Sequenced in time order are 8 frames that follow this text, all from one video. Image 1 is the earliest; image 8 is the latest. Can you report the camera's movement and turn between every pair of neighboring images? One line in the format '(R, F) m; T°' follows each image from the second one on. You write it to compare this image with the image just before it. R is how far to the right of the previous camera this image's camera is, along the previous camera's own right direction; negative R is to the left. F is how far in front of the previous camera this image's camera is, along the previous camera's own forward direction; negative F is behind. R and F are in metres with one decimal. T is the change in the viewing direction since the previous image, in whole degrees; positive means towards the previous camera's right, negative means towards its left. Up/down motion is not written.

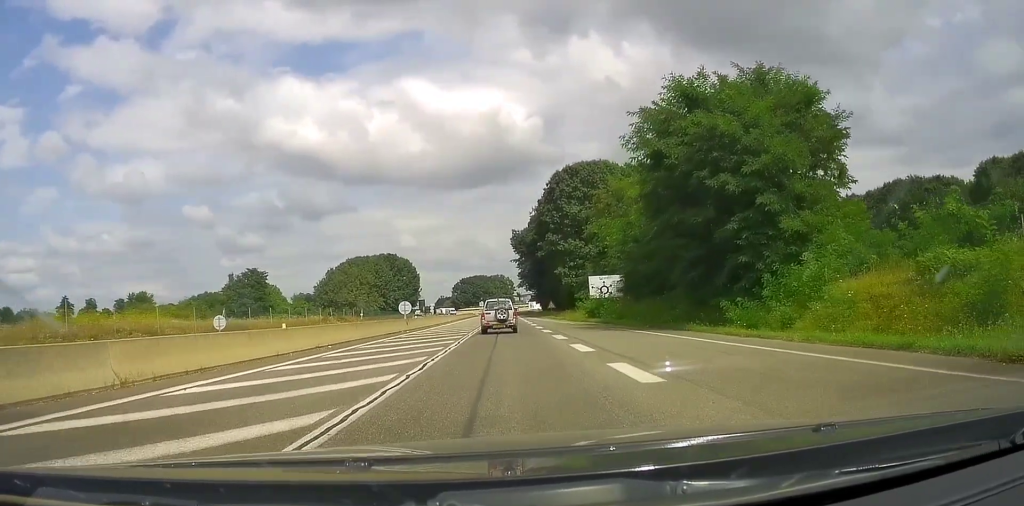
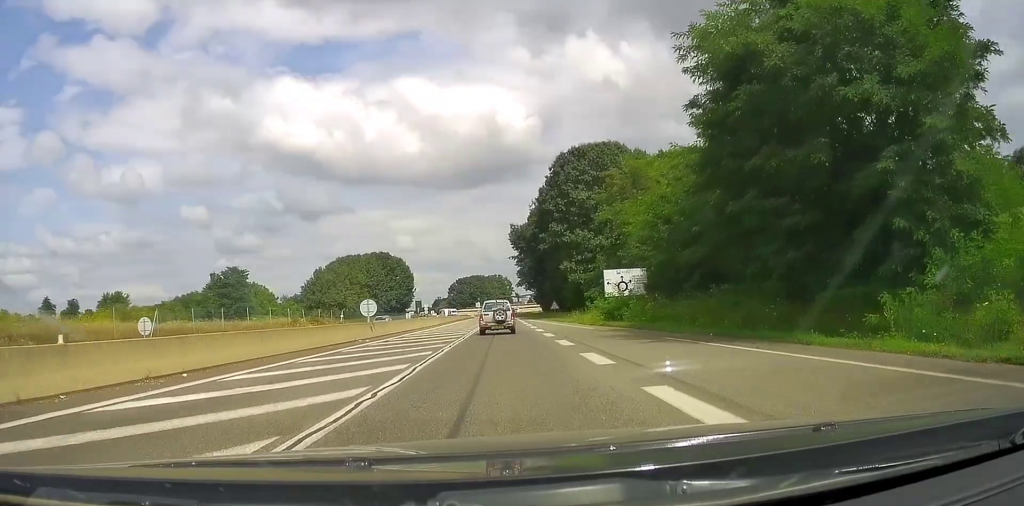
(+0.1, +10.5) m; +1°
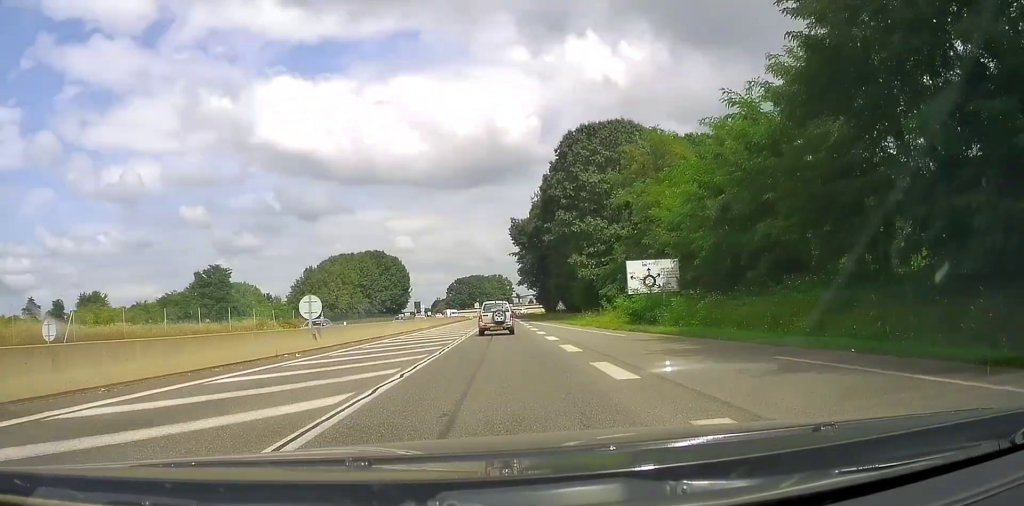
(+0.1, +9.4) m; 0°
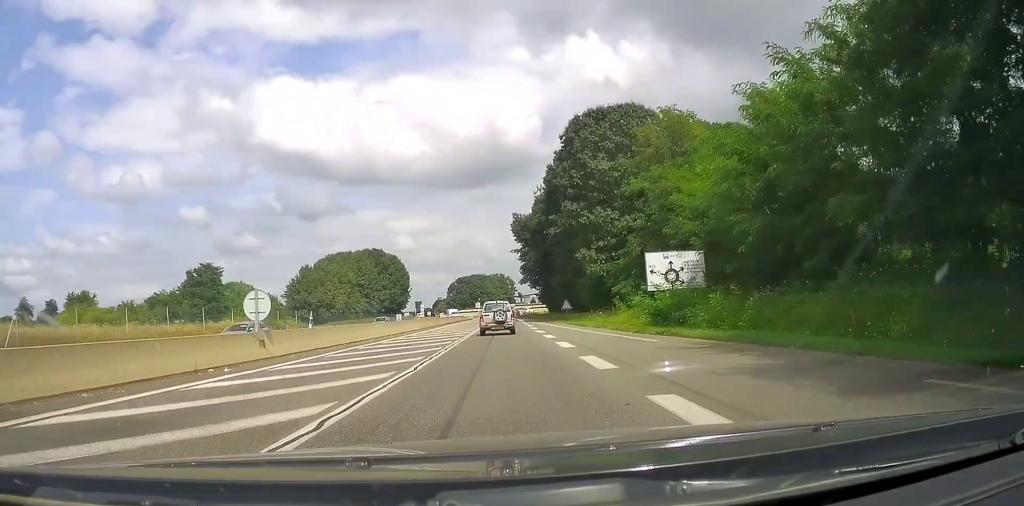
(+0.1, +5.1) m; -1°
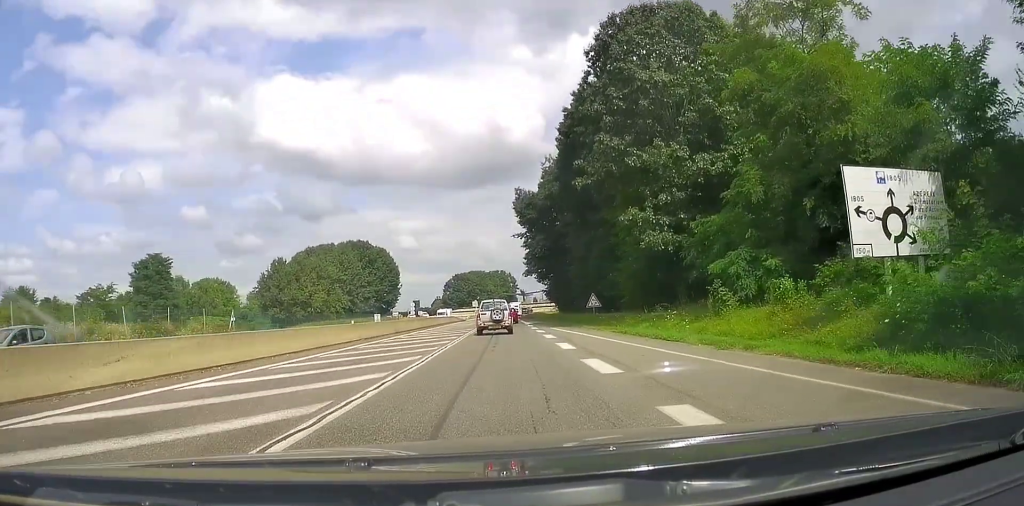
(-0.7, +21.2) m; 0°
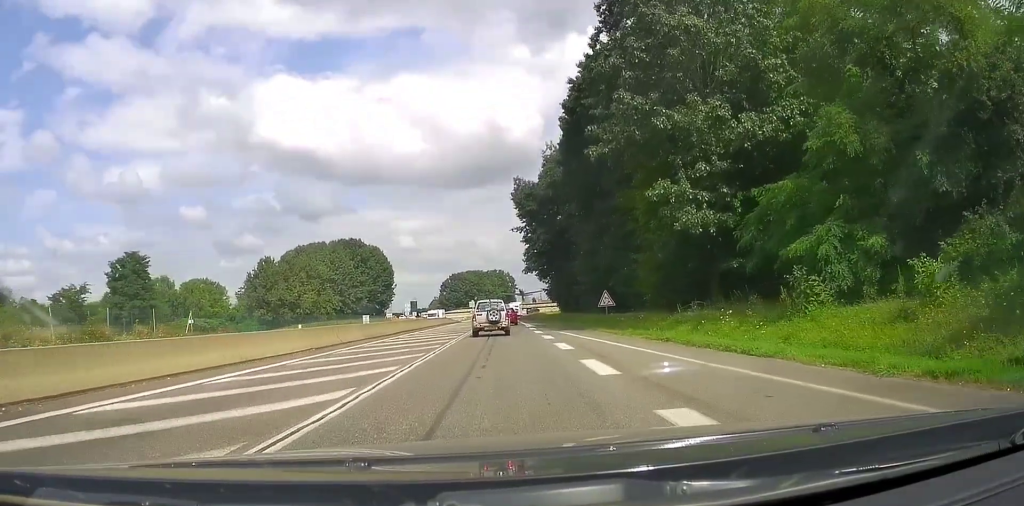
(+0.1, +7.0) m; +2°
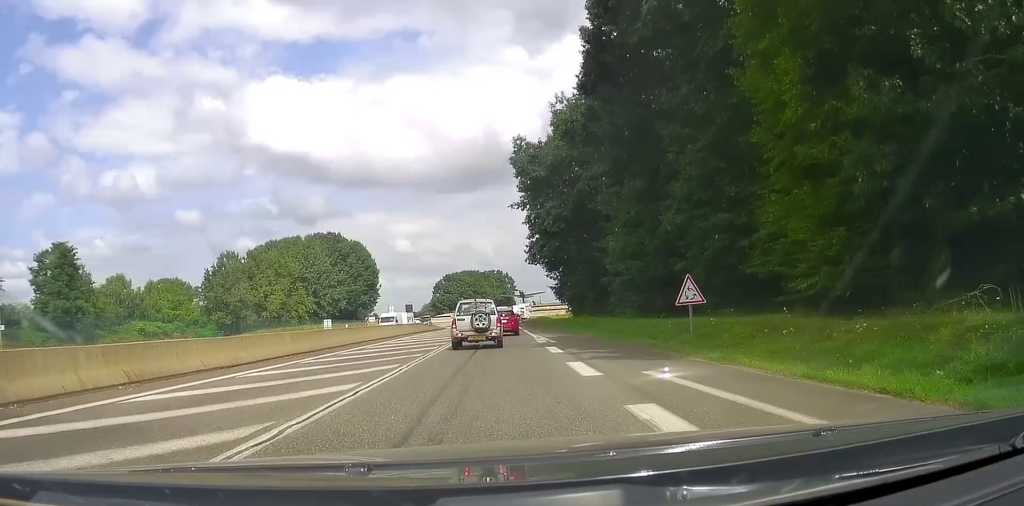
(+0.6, +20.3) m; 0°
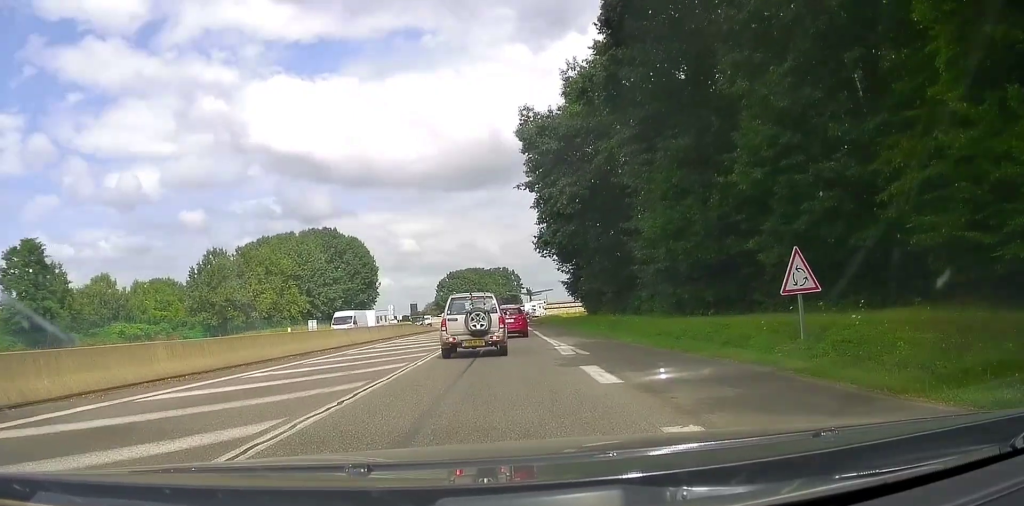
(-0.2, +9.6) m; -1°
